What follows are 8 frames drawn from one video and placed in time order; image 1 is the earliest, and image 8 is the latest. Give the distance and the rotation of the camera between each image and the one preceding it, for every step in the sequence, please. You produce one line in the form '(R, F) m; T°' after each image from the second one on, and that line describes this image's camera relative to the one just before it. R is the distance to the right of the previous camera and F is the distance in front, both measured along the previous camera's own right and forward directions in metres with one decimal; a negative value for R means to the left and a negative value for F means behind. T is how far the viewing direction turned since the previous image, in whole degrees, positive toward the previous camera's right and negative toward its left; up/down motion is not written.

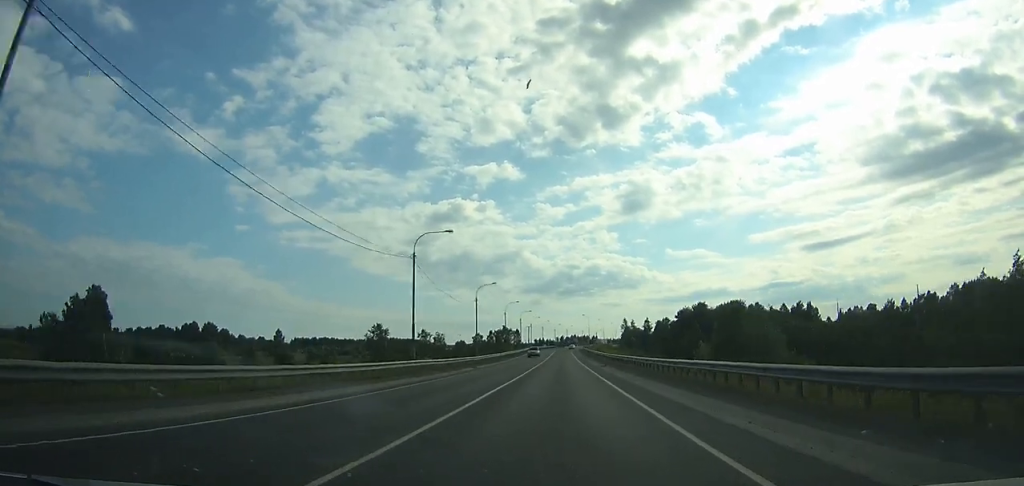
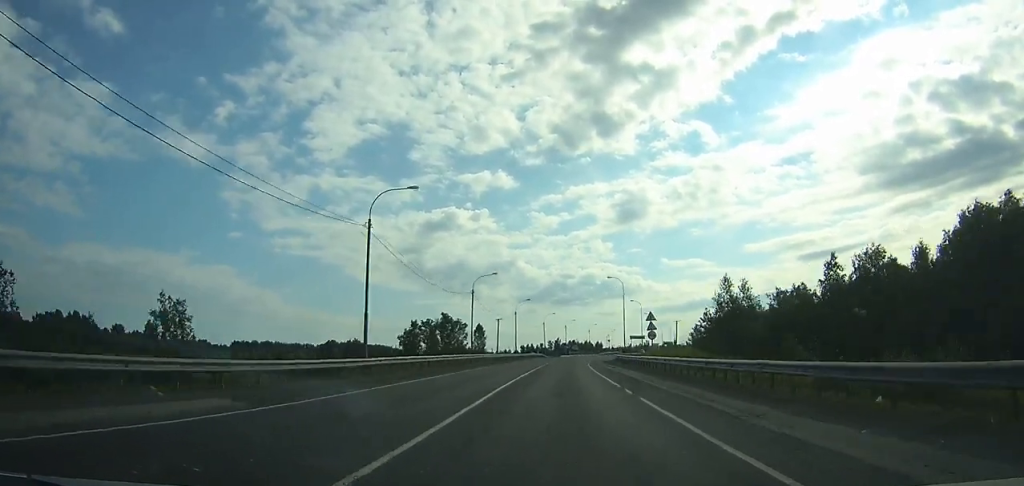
(+3.0, +110.3) m; +2°
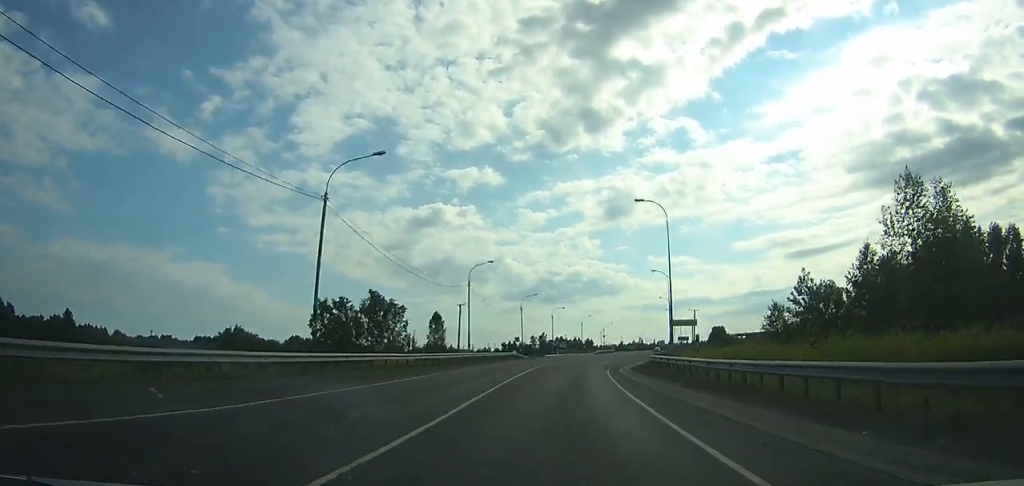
(0.0, +39.4) m; 0°
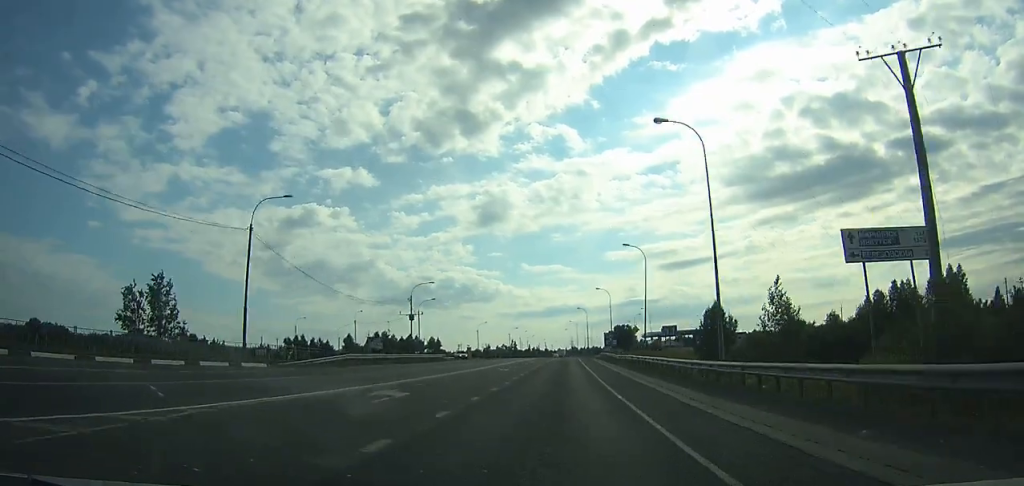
(+9.7, +134.8) m; +10°
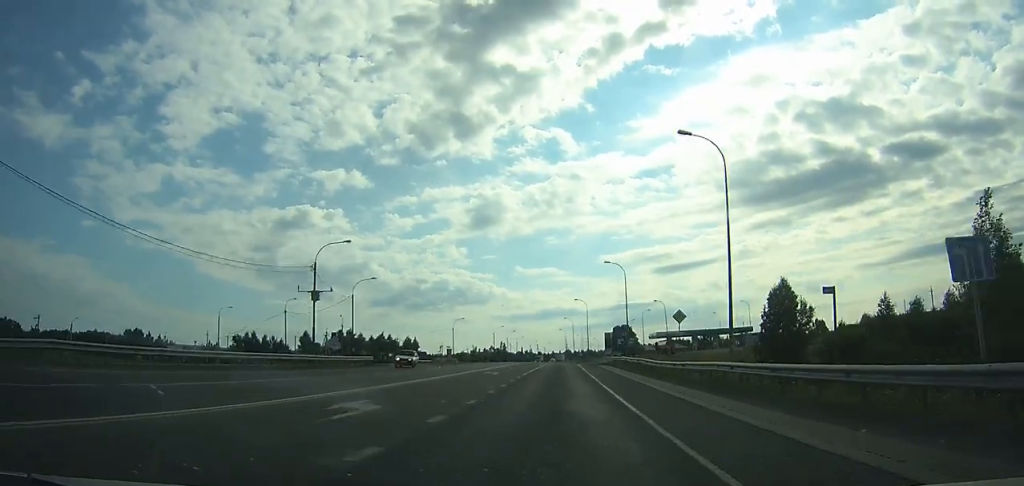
(+0.5, +29.0) m; +1°
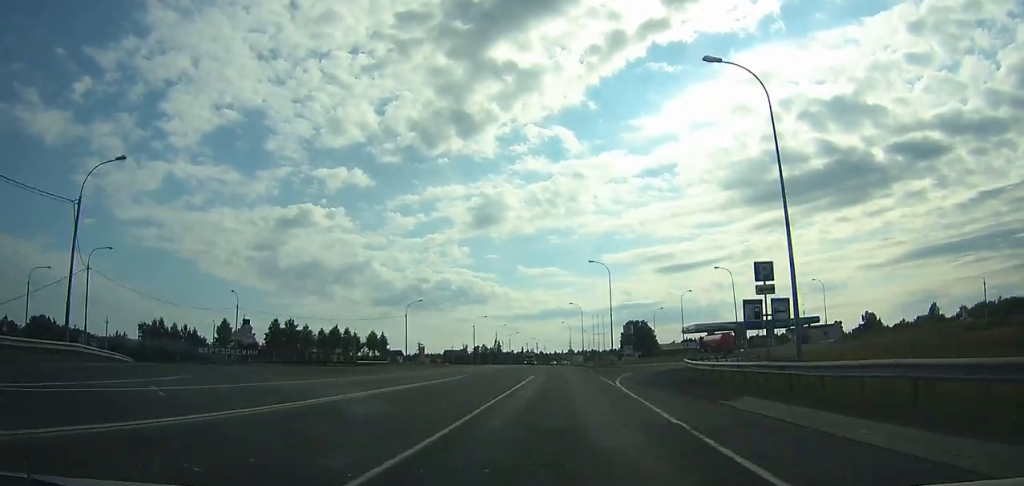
(+0.3, +43.0) m; 0°
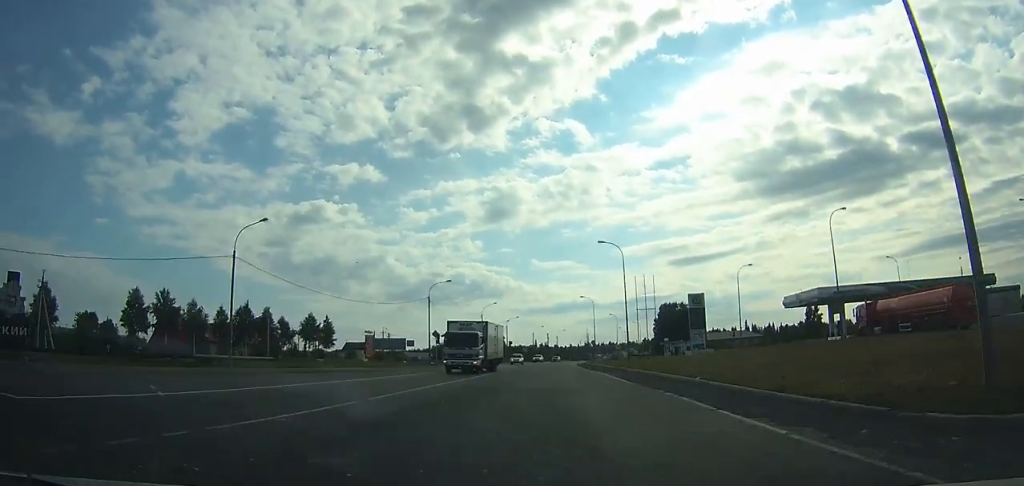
(-0.4, +52.4) m; -1°
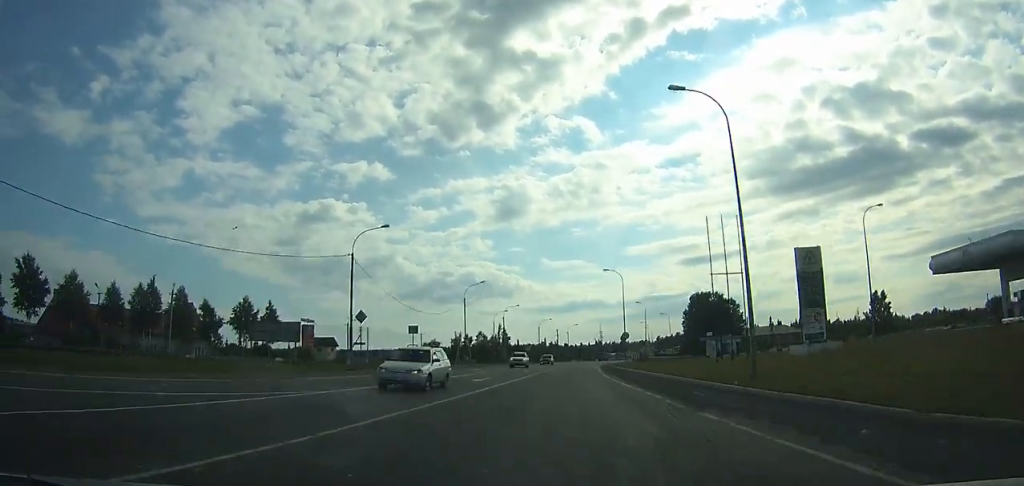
(-0.2, +30.0) m; 0°
